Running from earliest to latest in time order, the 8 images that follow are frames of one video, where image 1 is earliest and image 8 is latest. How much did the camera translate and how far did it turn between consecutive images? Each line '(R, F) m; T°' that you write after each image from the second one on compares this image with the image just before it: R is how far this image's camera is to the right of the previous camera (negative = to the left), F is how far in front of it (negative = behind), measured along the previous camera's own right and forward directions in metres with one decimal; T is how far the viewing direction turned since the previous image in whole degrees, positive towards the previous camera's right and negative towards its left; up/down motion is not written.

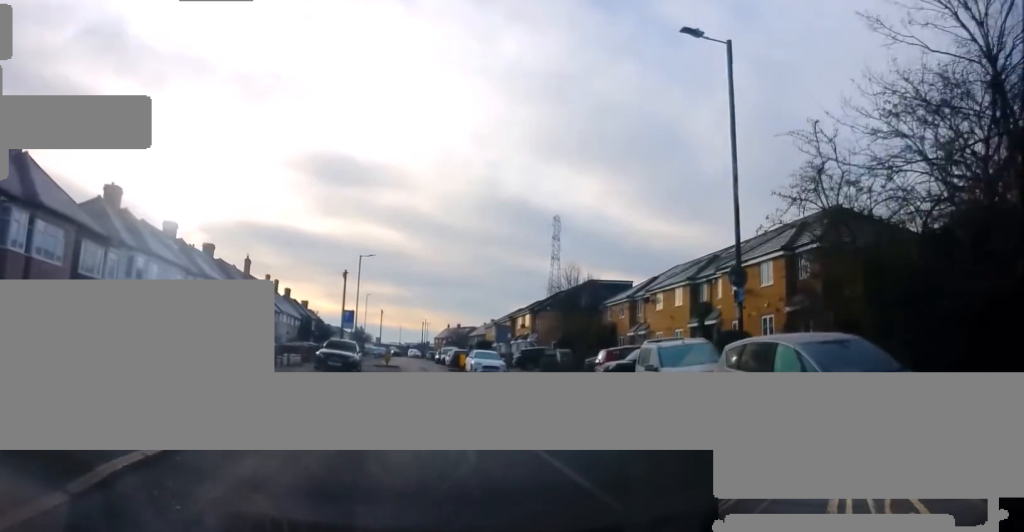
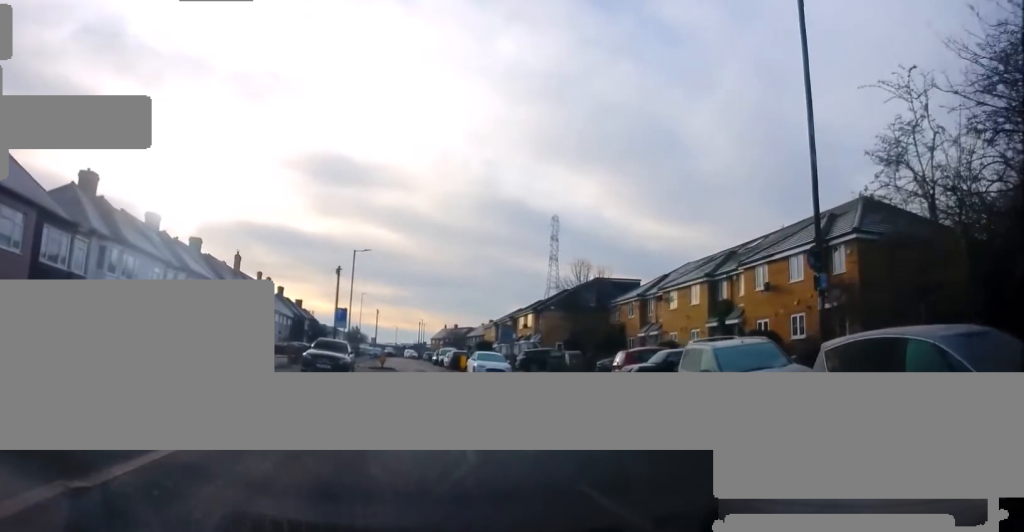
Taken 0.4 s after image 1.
(+0.1, +3.0) m; 0°
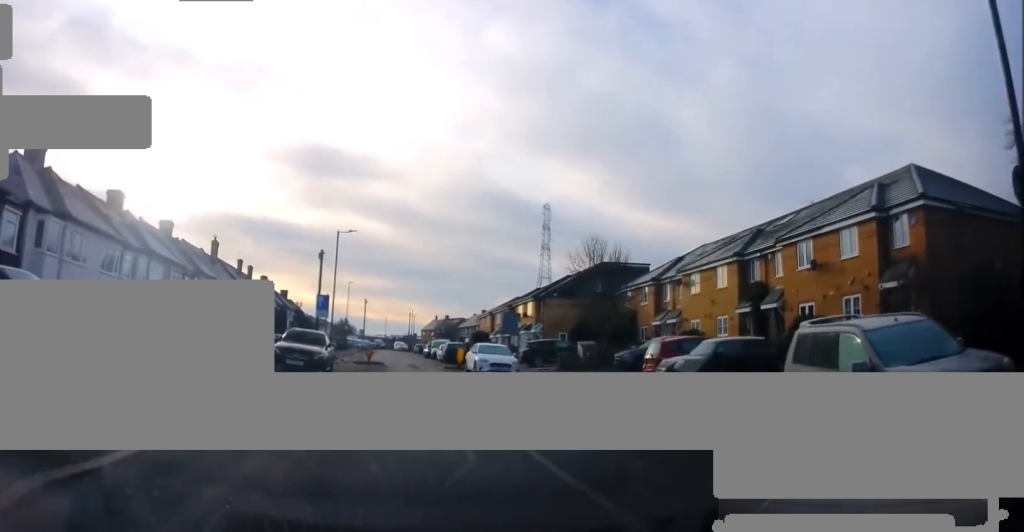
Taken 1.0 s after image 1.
(+0.1, +4.8) m; 0°
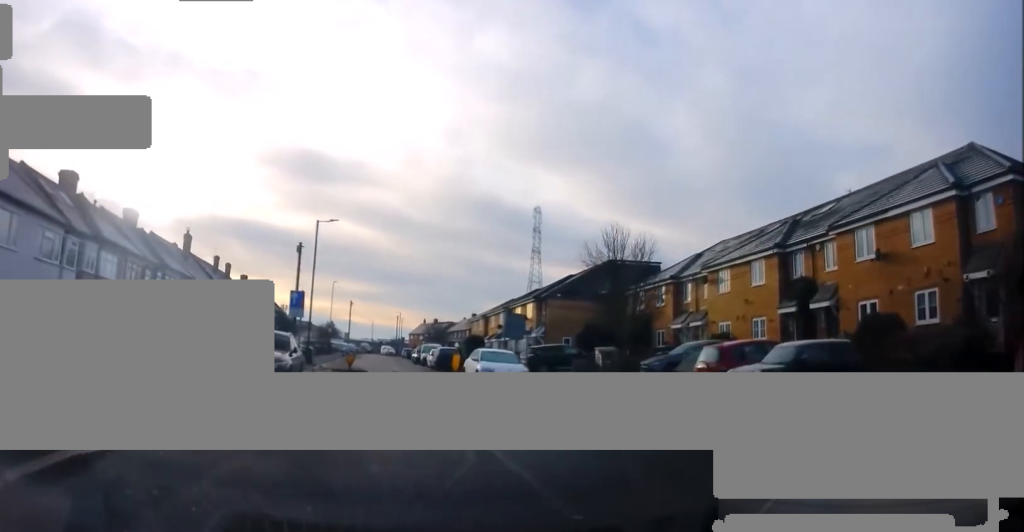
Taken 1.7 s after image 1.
(-0.2, +4.9) m; 0°
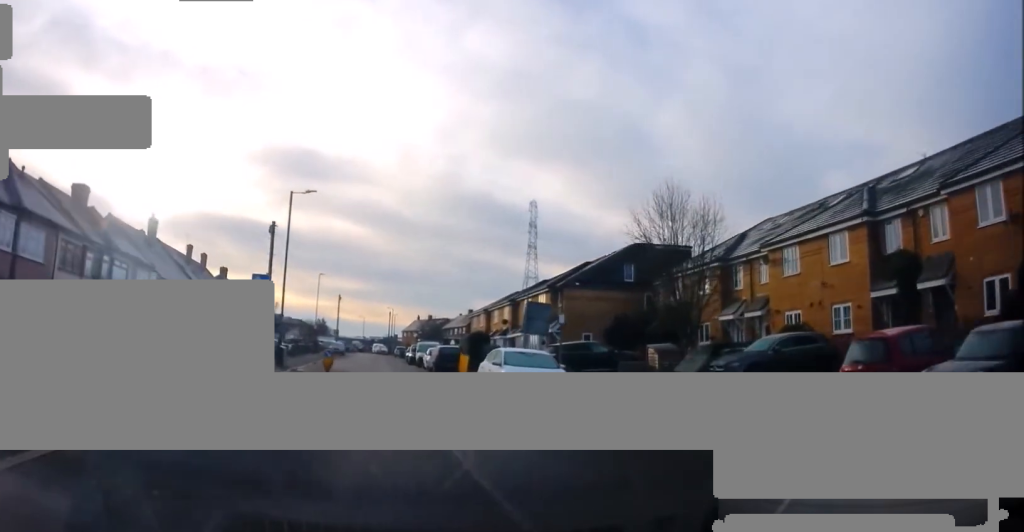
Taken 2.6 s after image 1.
(+0.2, +7.2) m; +2°
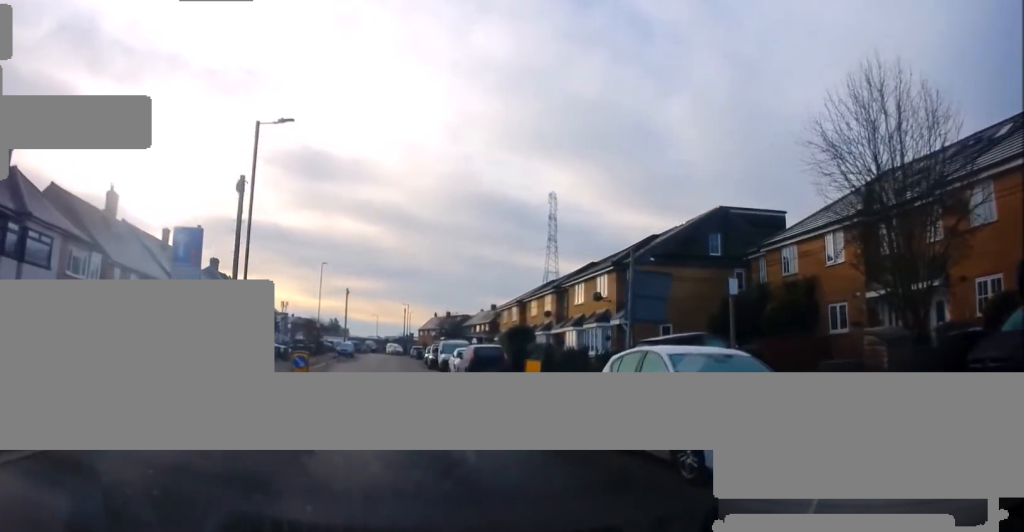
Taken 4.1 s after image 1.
(+0.1, +10.1) m; 0°
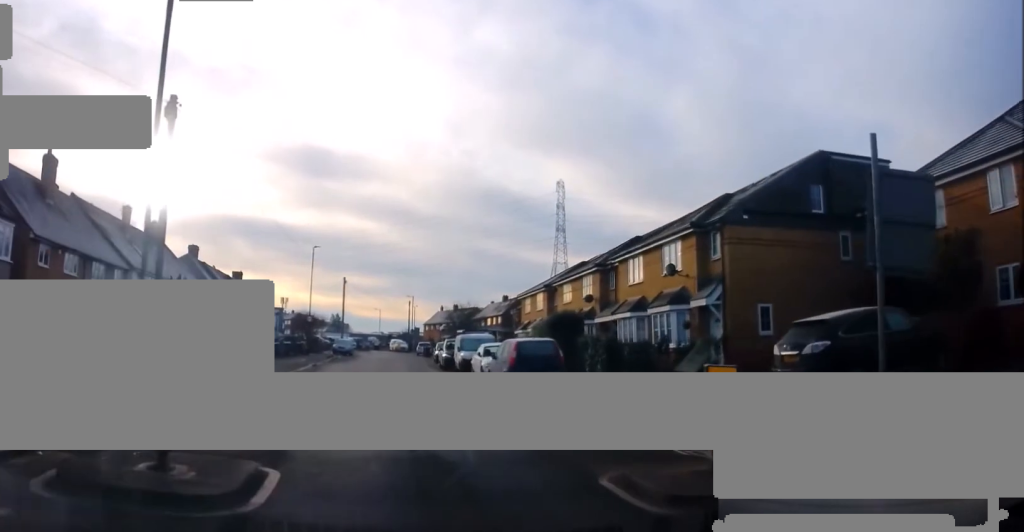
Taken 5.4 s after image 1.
(0.0, +8.6) m; -1°
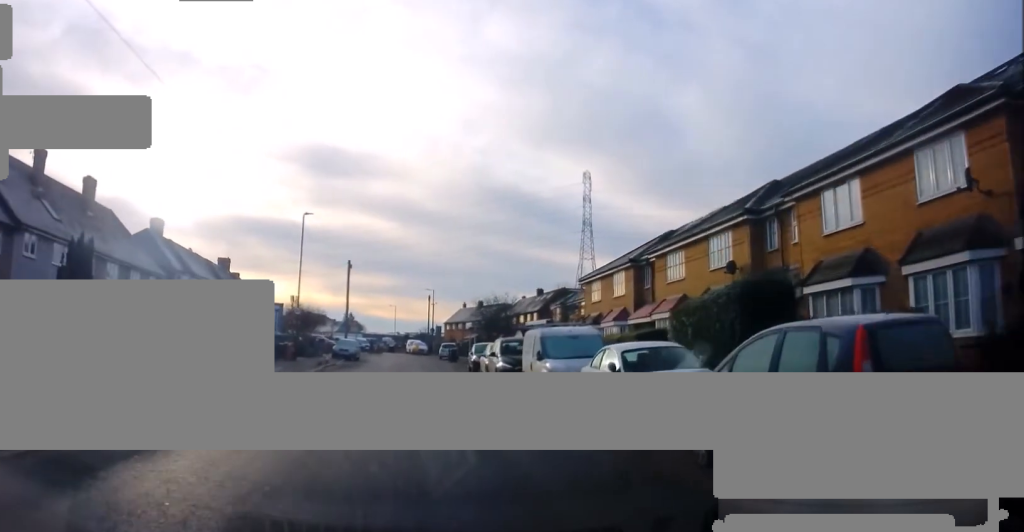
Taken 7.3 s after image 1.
(-0.4, +13.5) m; 0°
